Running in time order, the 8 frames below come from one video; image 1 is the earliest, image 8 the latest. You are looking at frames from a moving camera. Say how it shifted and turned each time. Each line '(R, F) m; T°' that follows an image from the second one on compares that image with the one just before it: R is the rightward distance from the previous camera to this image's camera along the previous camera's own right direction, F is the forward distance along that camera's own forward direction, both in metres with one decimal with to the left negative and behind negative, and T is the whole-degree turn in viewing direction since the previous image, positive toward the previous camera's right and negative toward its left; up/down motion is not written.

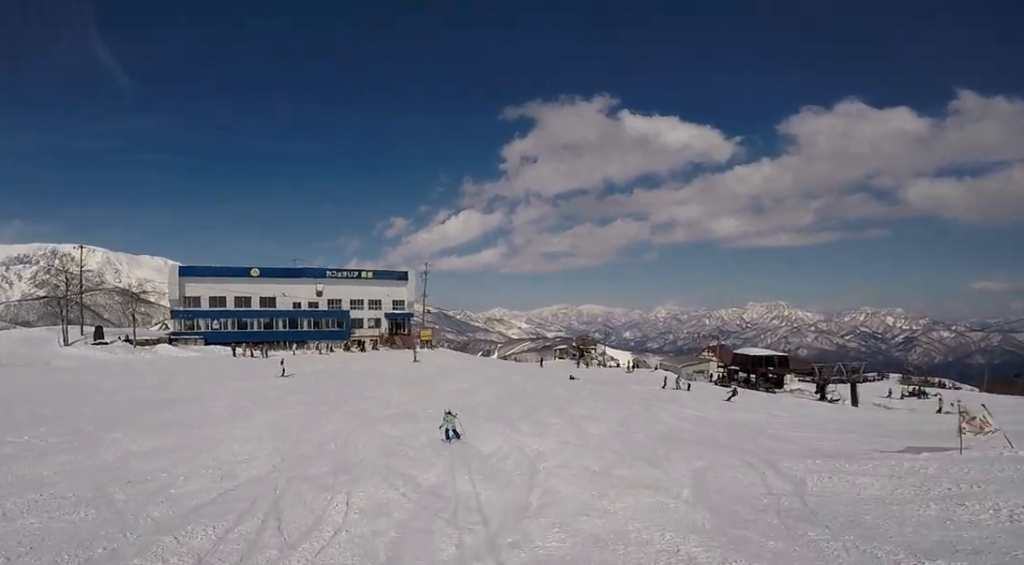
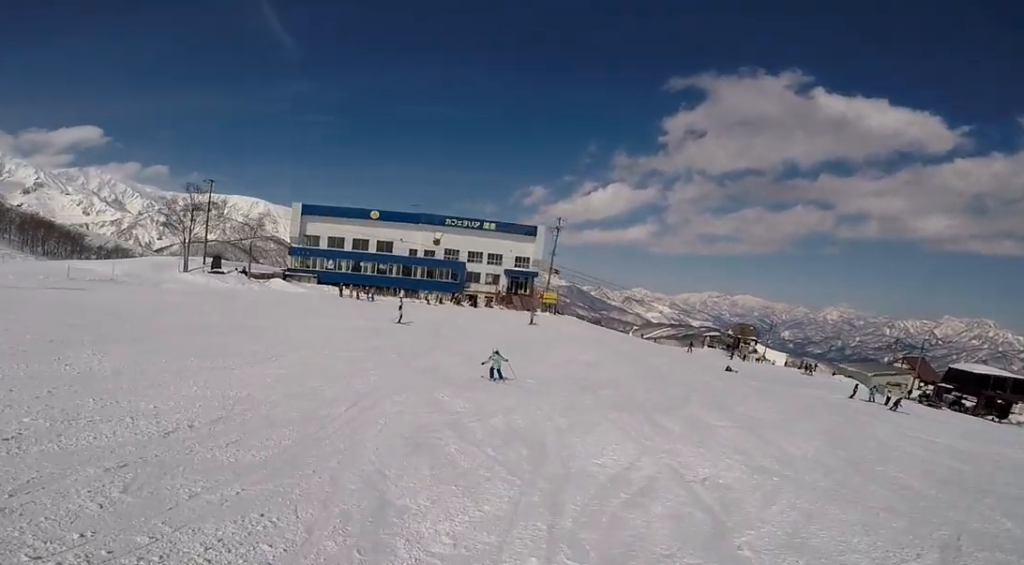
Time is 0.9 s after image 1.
(-0.9, +6.2) m; -9°
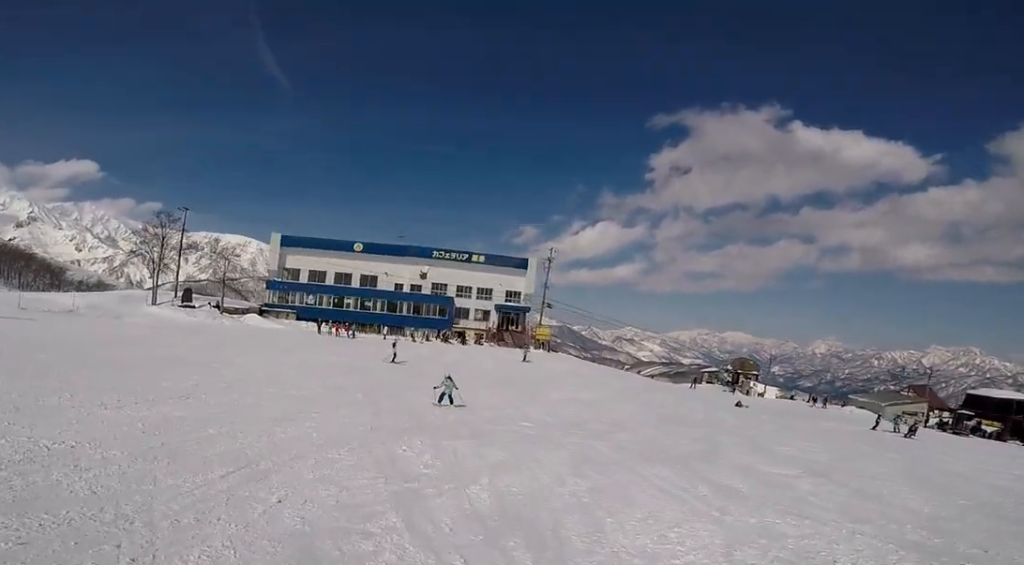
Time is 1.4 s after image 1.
(-0.2, +3.4) m; -3°
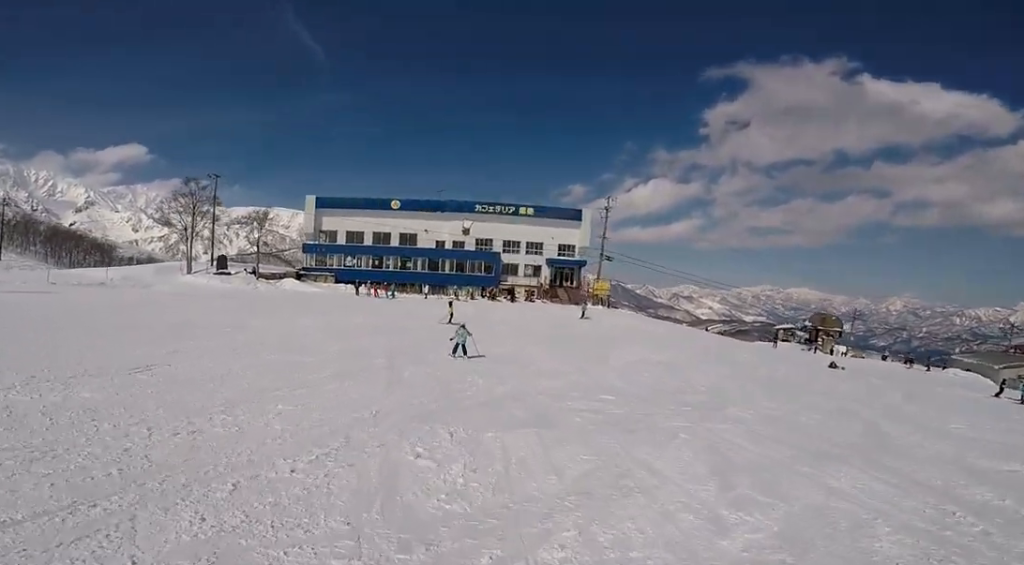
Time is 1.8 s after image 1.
(0.0, +3.3) m; 0°
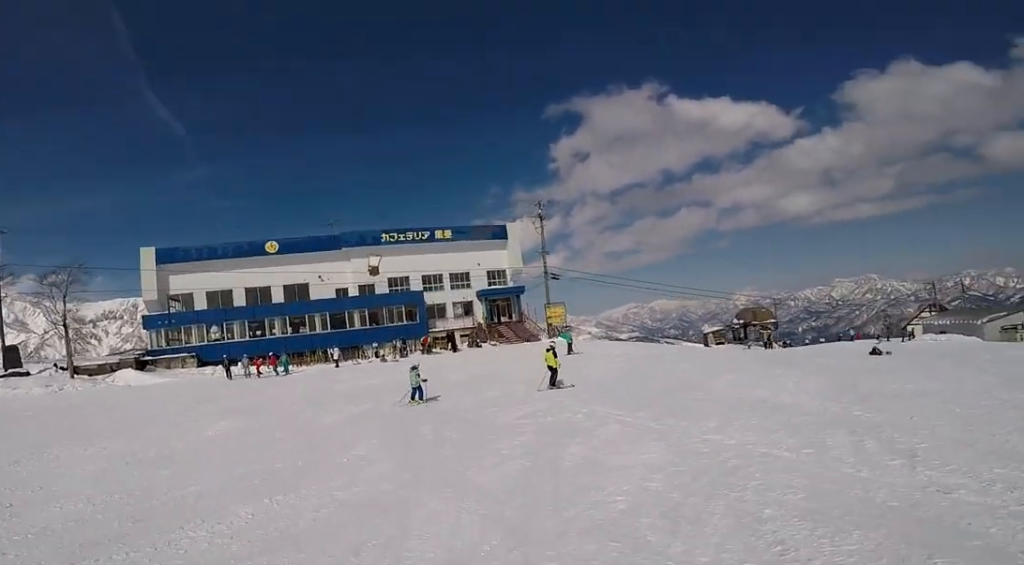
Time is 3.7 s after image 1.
(0.0, +12.6) m; +11°
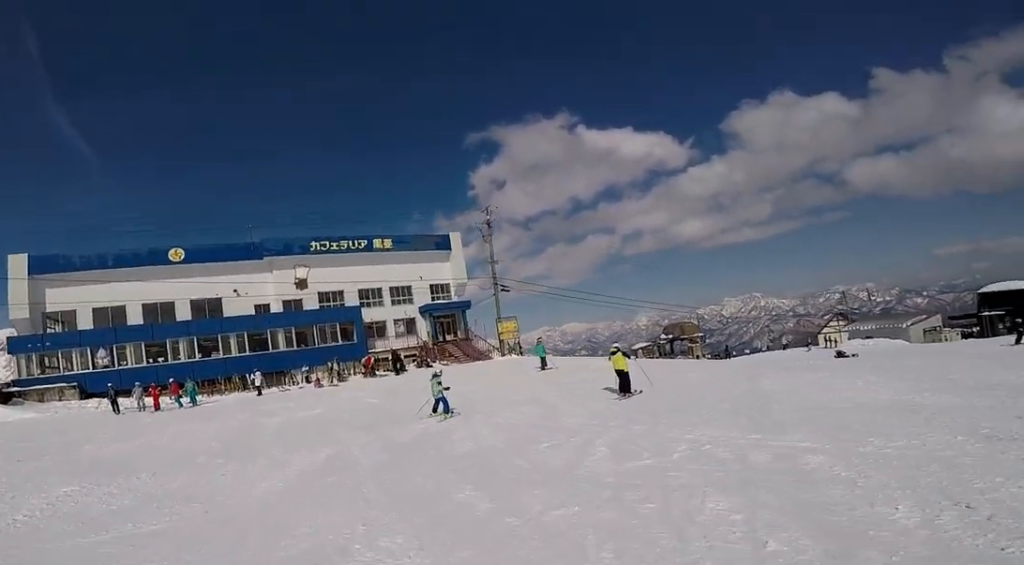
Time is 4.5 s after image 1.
(+0.4, +4.1) m; +19°
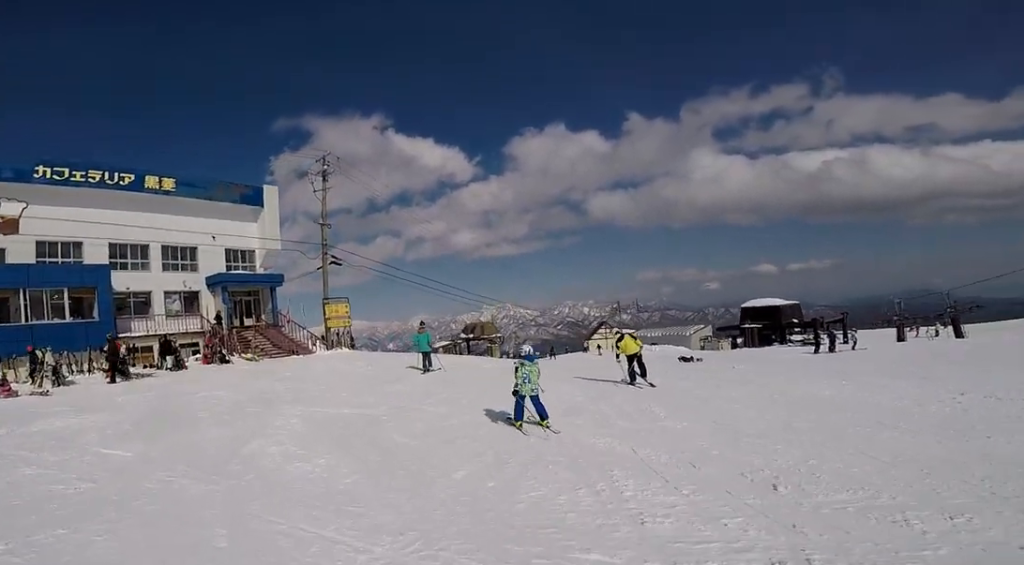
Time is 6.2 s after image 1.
(+2.9, +7.4) m; +20°
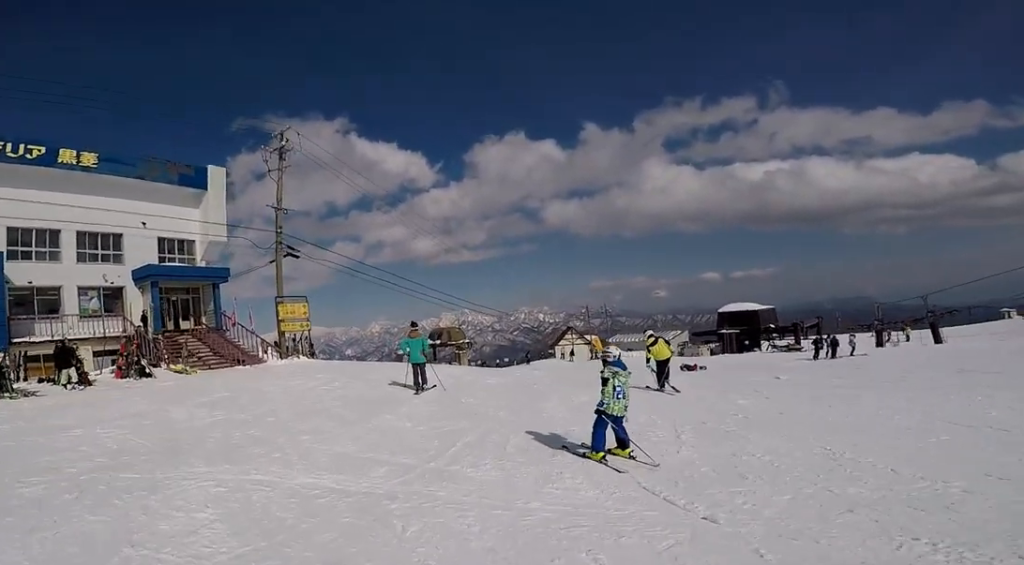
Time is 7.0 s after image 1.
(-0.6, +3.6) m; -9°
